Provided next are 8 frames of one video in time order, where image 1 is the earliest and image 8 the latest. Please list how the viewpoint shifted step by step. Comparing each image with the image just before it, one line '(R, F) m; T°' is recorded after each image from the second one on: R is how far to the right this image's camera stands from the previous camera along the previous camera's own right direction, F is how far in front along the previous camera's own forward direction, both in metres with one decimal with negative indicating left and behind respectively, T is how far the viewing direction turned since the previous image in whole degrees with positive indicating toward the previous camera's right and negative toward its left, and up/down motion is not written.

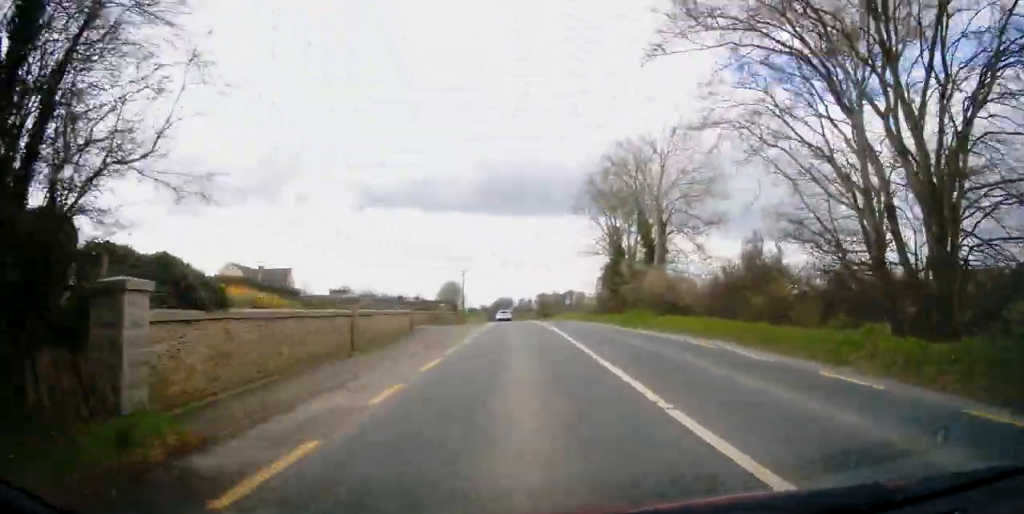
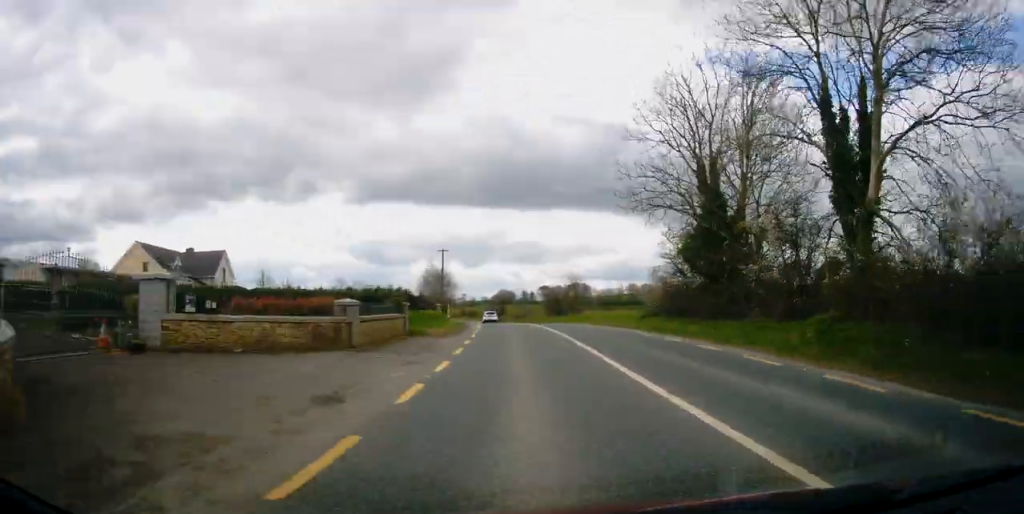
(+0.1, +23.6) m; 0°
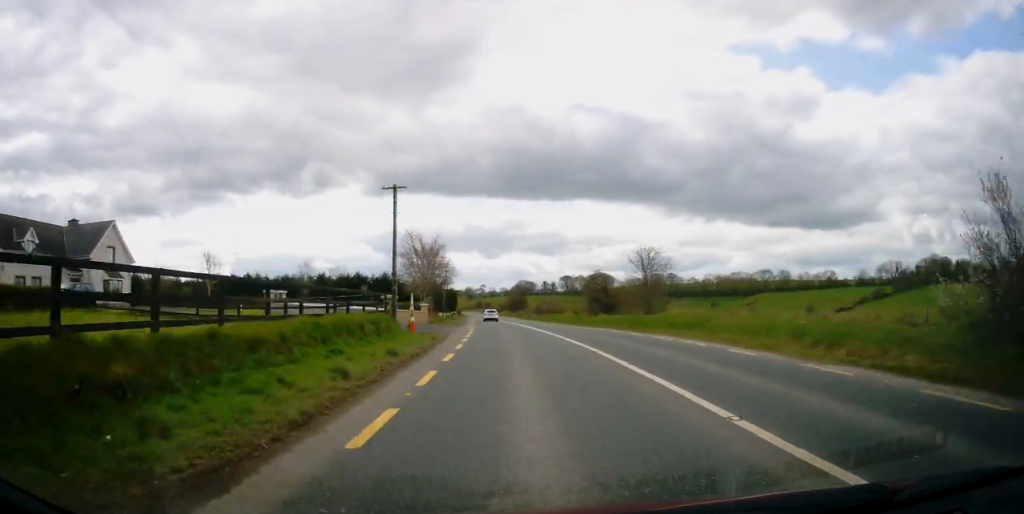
(-0.3, +26.4) m; -2°
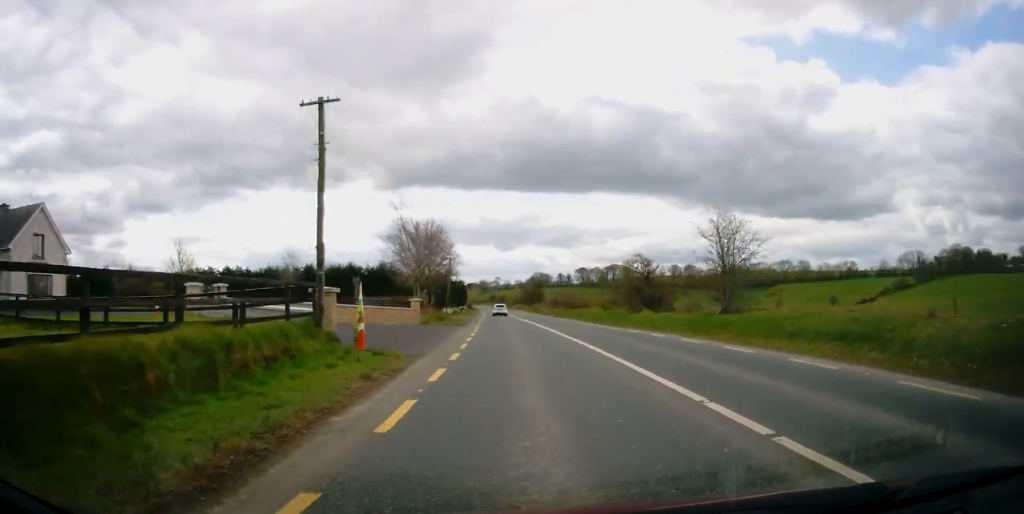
(-0.1, +11.2) m; -1°
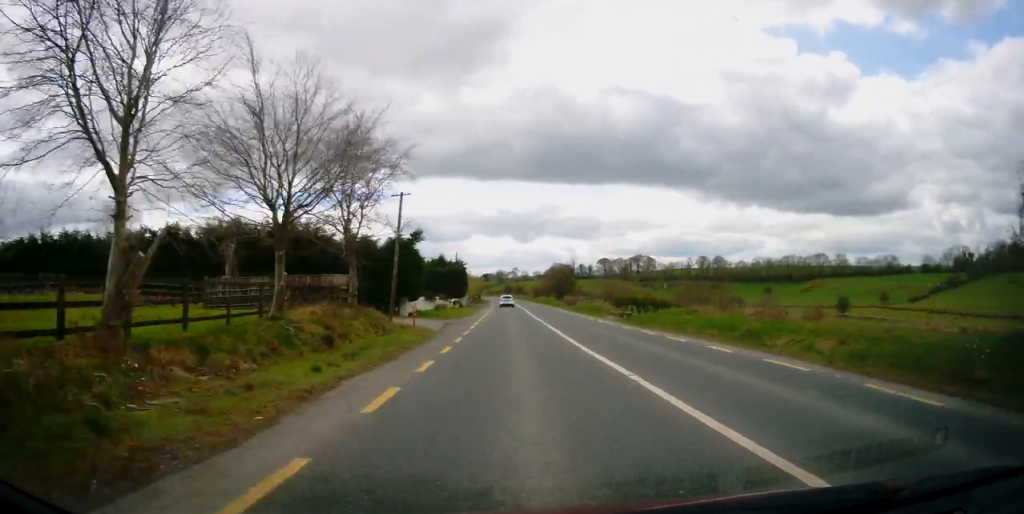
(-0.6, +35.1) m; -2°
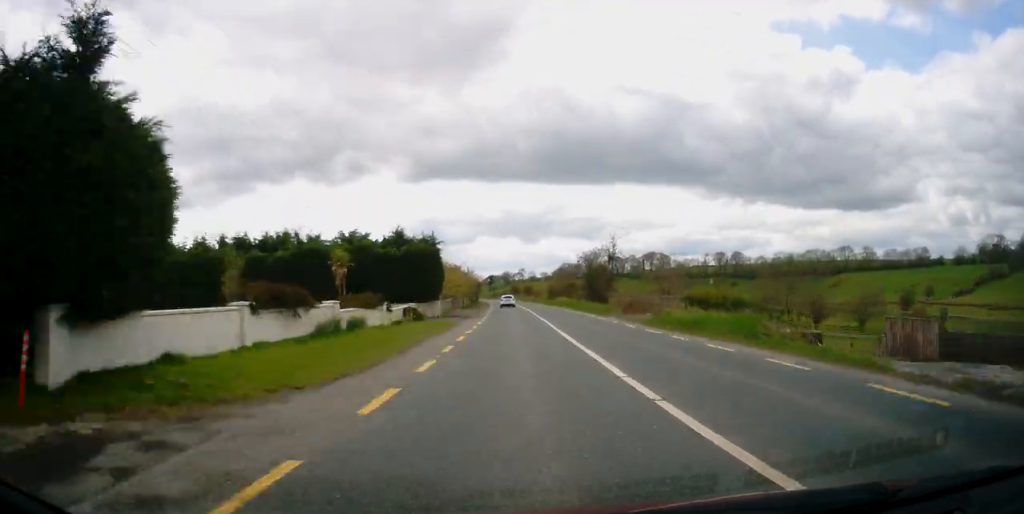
(-0.4, +32.1) m; -1°
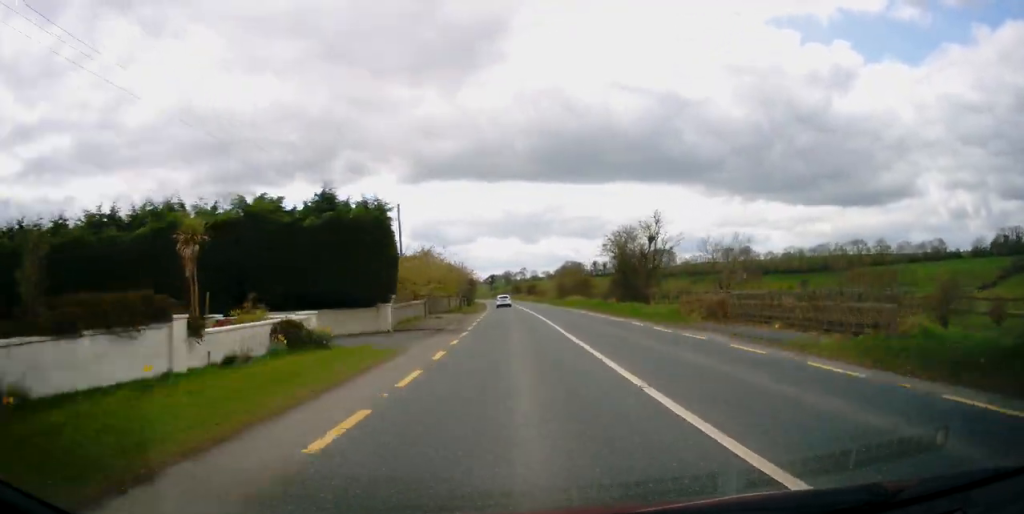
(0.0, +17.9) m; -1°
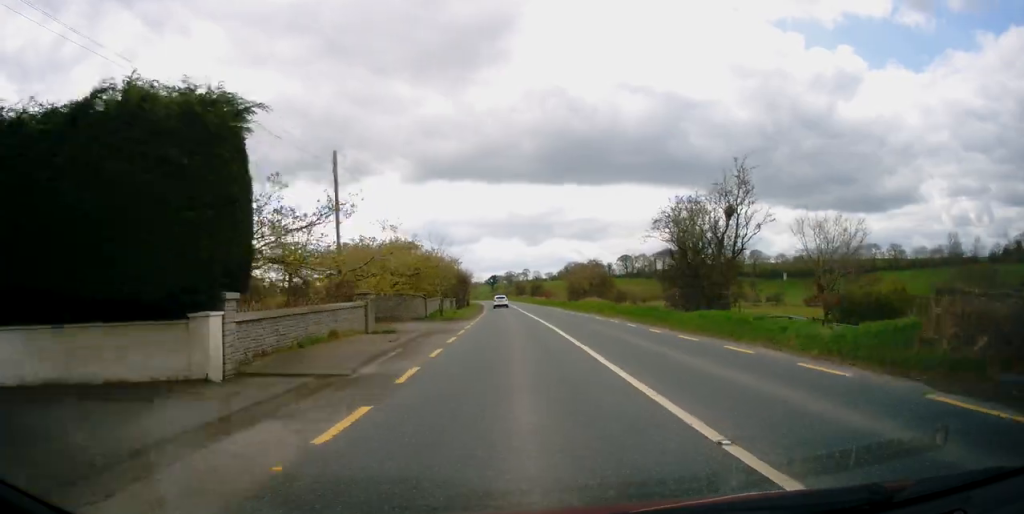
(-0.1, +15.7) m; -1°
